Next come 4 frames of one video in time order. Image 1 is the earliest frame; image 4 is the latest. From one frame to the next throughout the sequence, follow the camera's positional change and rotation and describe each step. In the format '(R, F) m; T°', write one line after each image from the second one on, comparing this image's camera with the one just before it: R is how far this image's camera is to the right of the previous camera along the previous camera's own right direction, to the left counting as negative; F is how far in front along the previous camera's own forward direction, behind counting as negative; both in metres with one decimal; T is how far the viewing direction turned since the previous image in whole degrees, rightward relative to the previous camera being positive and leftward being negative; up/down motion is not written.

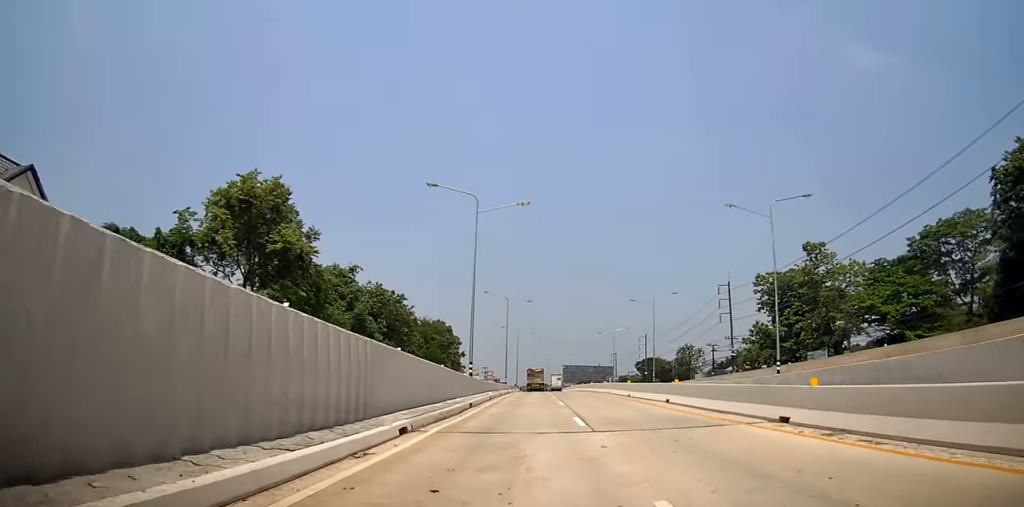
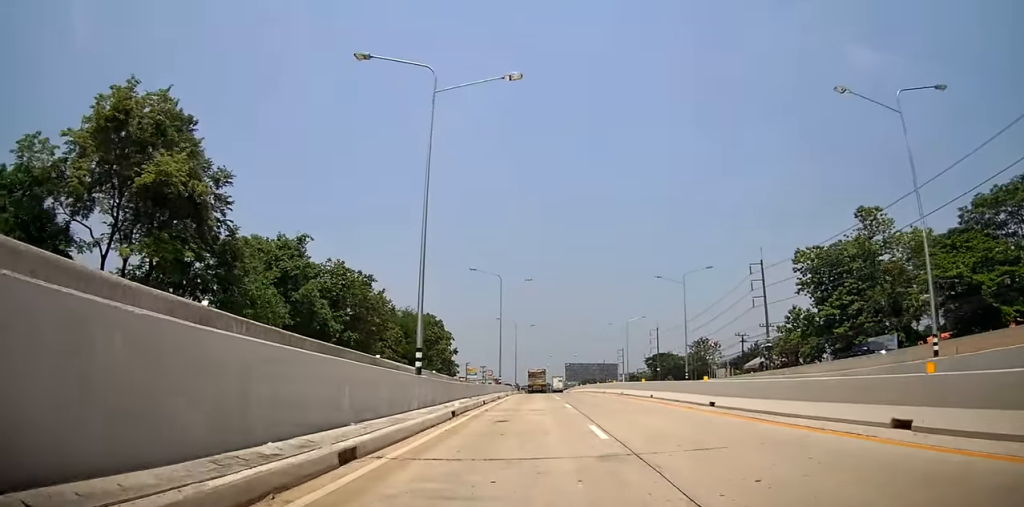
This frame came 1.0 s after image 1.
(+0.3, +16.3) m; +1°
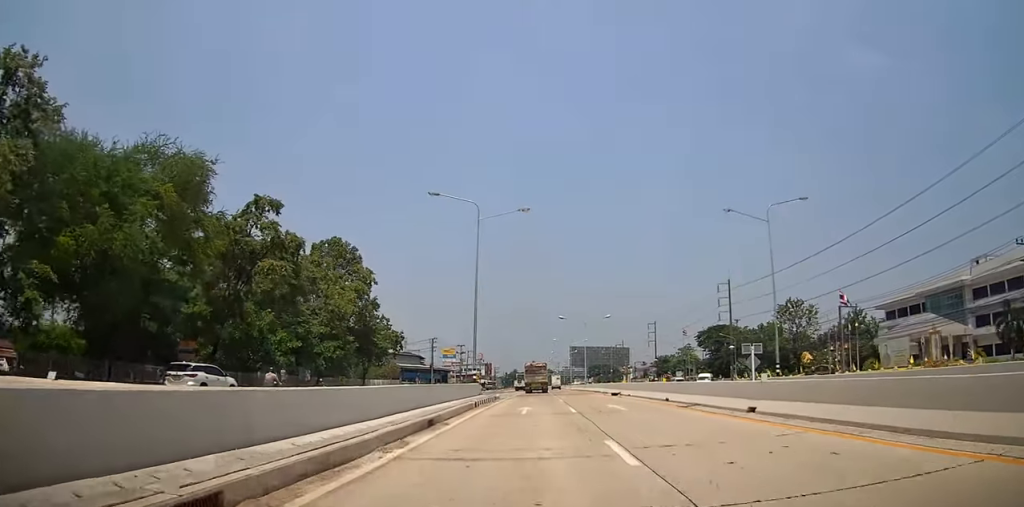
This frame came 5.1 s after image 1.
(-0.5, +67.1) m; -1°
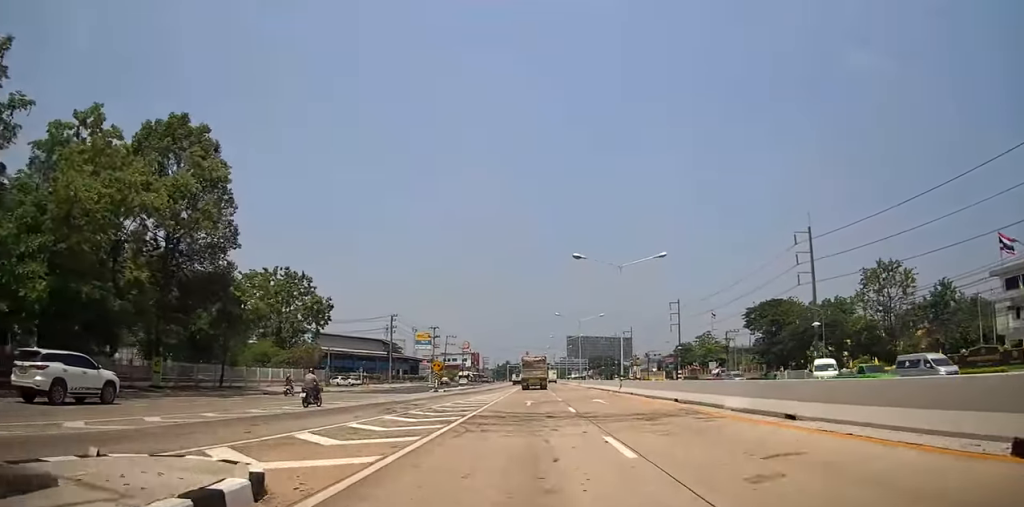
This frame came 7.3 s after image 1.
(-0.5, +35.4) m; 0°
